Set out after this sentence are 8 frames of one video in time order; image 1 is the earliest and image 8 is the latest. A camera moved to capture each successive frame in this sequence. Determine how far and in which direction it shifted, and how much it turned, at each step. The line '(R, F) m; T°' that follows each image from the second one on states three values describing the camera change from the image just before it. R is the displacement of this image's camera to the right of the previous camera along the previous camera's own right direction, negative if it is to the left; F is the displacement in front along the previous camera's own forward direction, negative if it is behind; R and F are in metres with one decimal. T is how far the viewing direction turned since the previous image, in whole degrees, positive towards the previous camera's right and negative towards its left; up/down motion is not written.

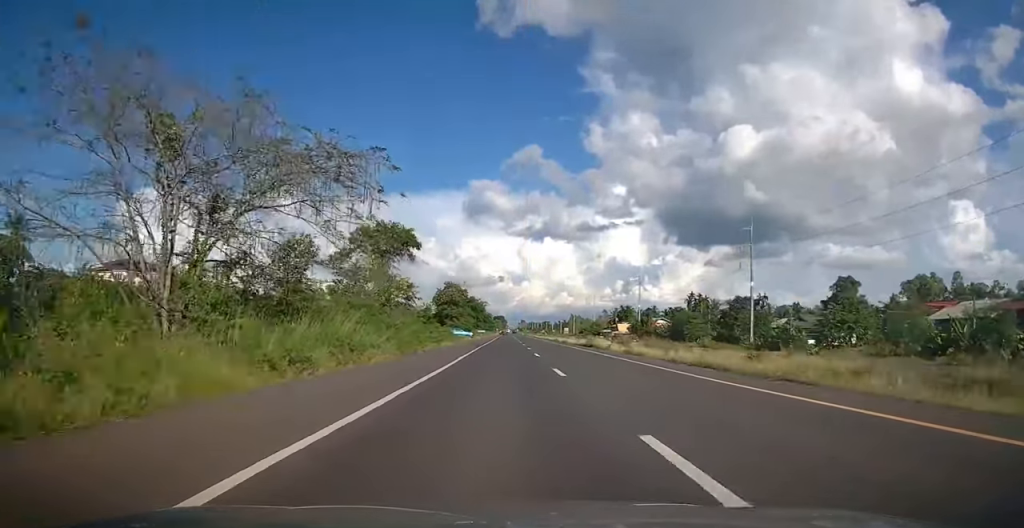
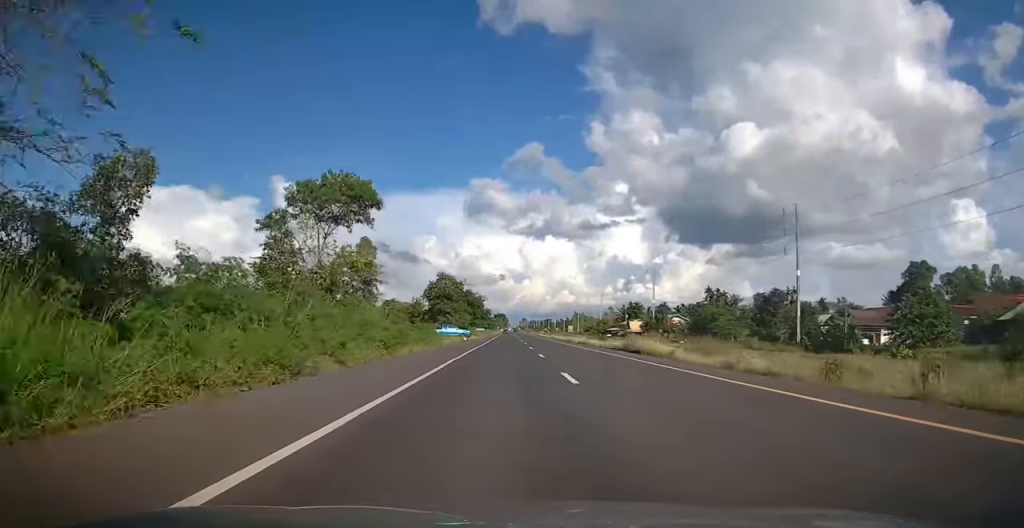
(+0.1, +14.9) m; 0°
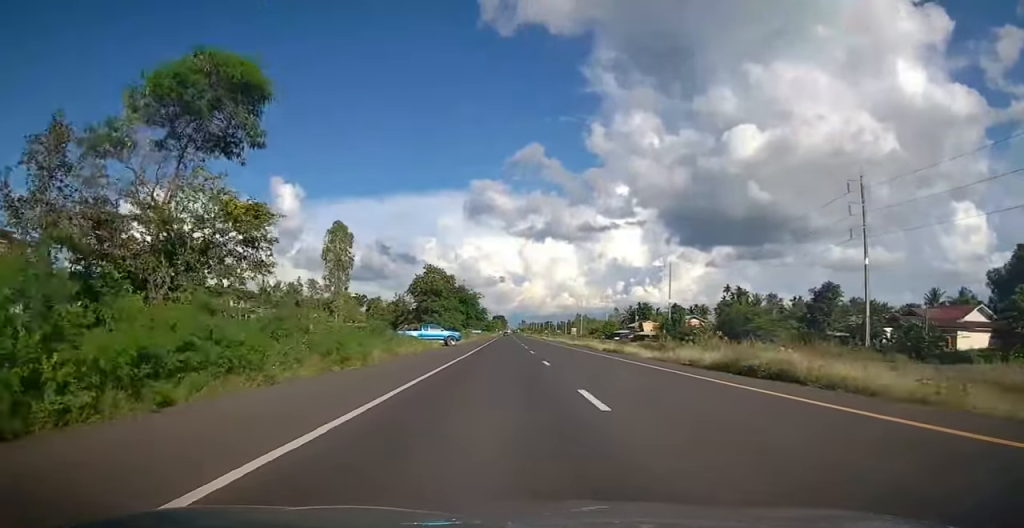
(0.0, +16.0) m; 0°
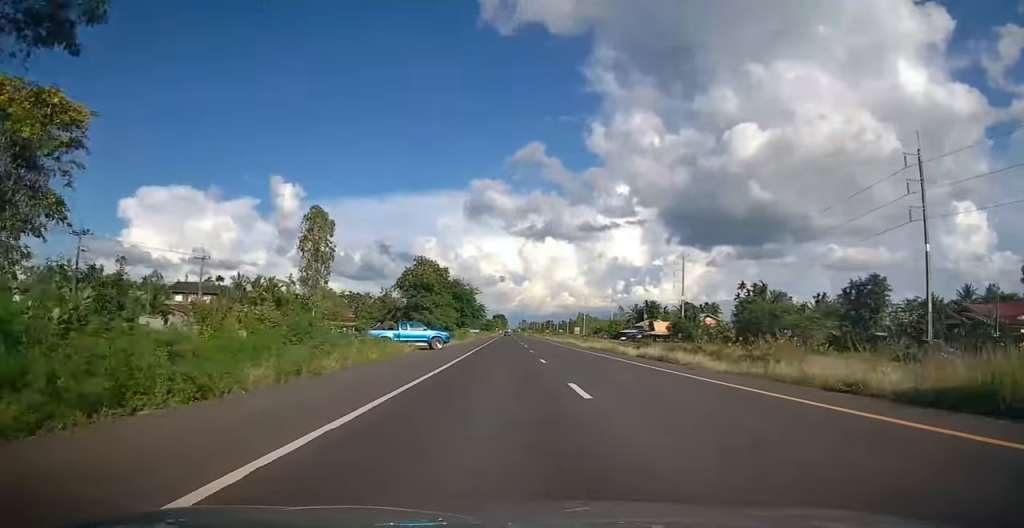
(0.0, +10.3) m; 0°
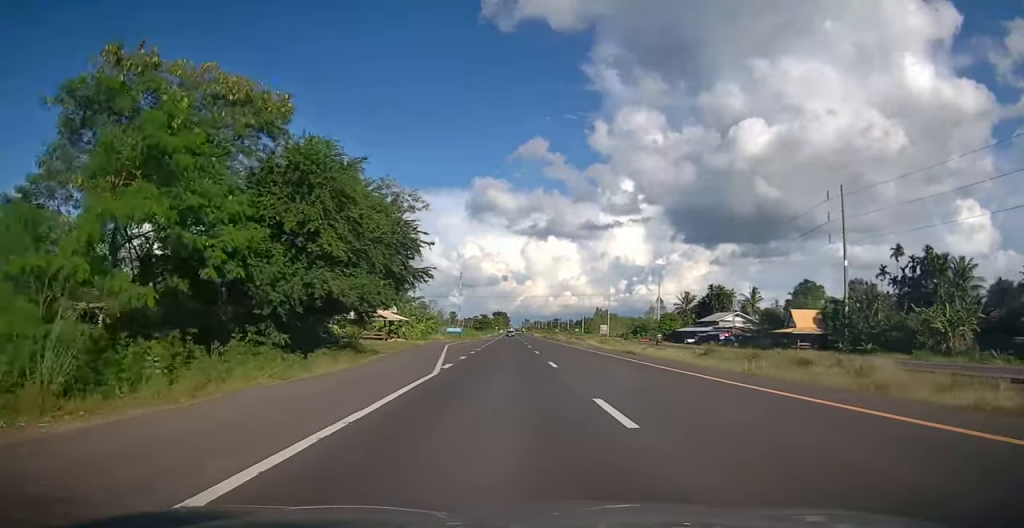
(+0.2, +63.6) m; 0°
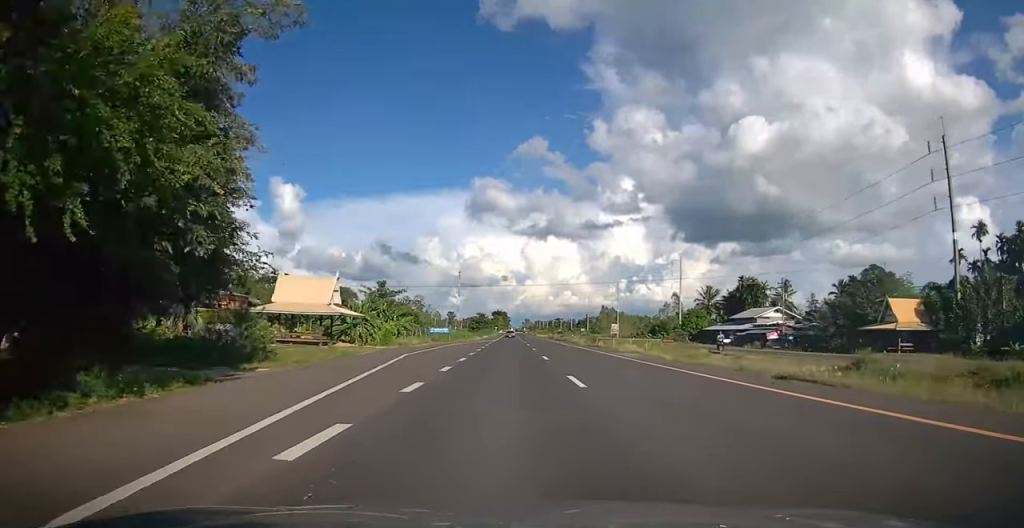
(0.0, +19.1) m; 0°
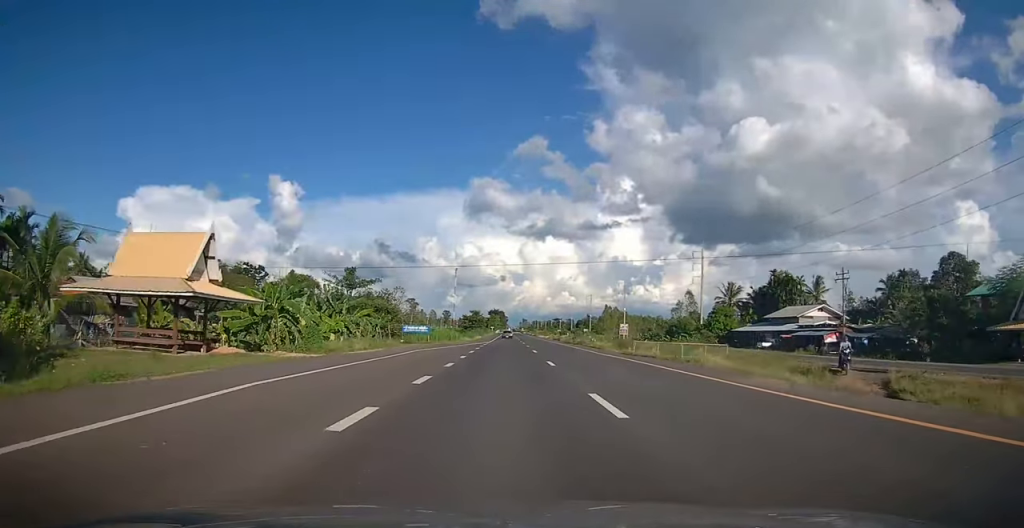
(0.0, +16.7) m; 0°
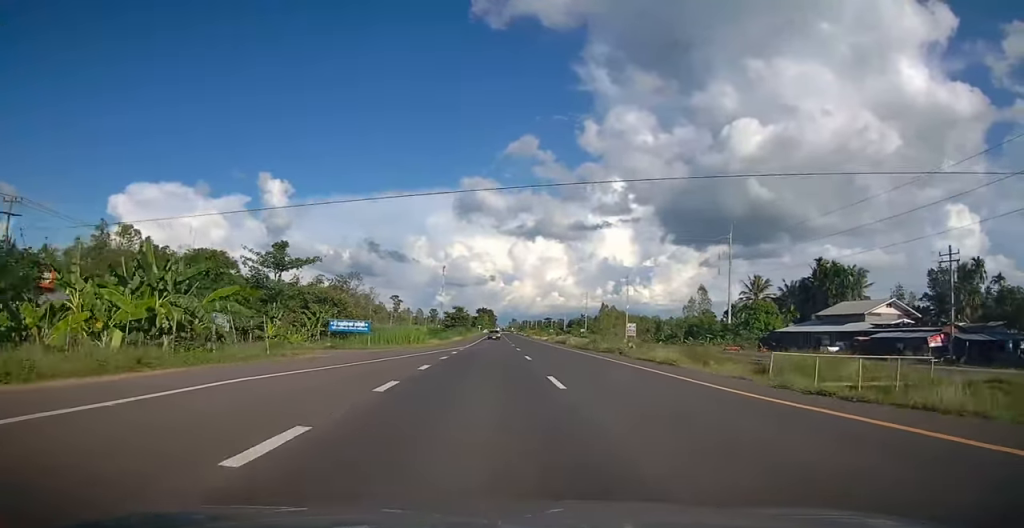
(0.0, +20.2) m; 0°
